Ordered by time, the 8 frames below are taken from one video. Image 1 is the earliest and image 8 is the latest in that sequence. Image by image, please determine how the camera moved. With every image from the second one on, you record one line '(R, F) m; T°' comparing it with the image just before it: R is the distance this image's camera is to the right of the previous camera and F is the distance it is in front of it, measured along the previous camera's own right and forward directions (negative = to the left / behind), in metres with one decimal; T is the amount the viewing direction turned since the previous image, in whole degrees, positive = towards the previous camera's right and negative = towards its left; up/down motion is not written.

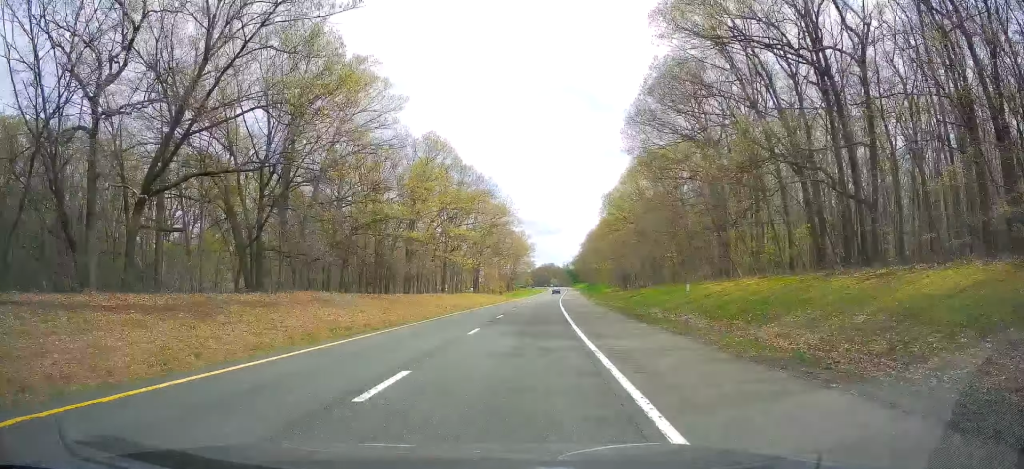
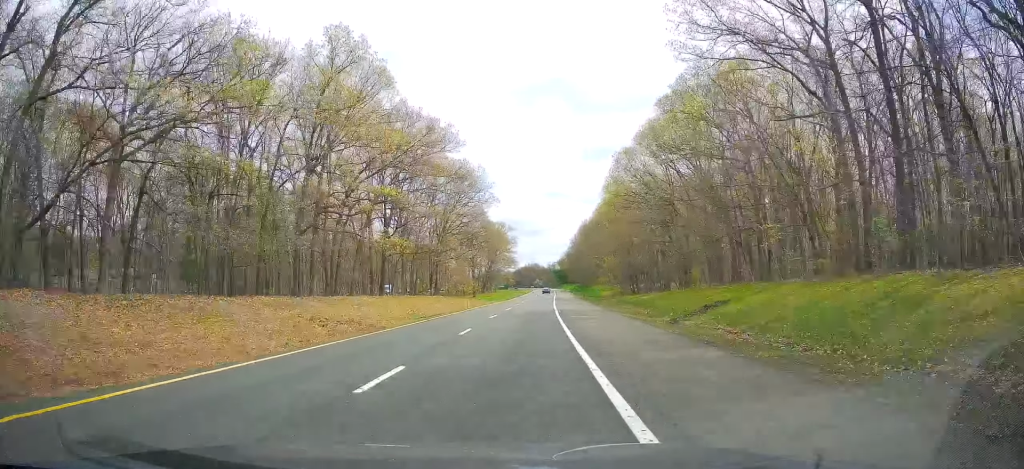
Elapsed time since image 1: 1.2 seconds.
(+0.7, +35.7) m; +1°
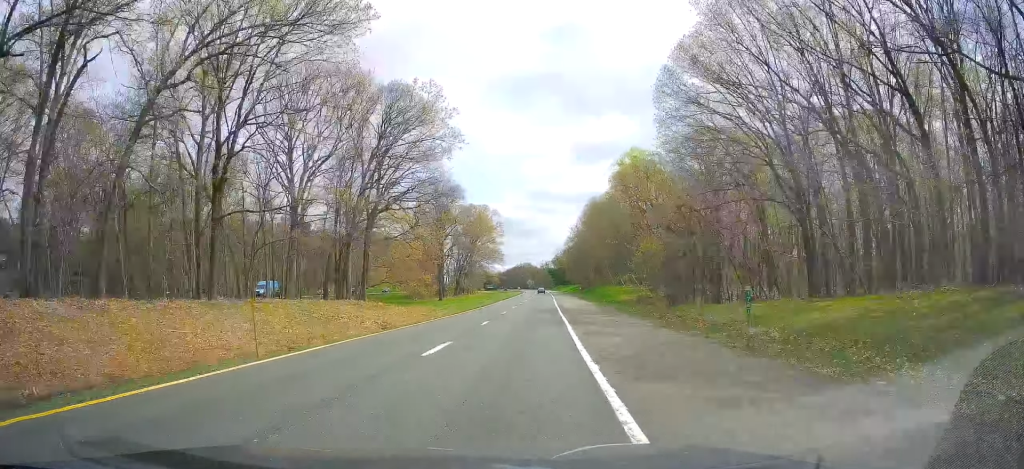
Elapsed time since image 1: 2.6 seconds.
(+0.3, +42.9) m; +1°
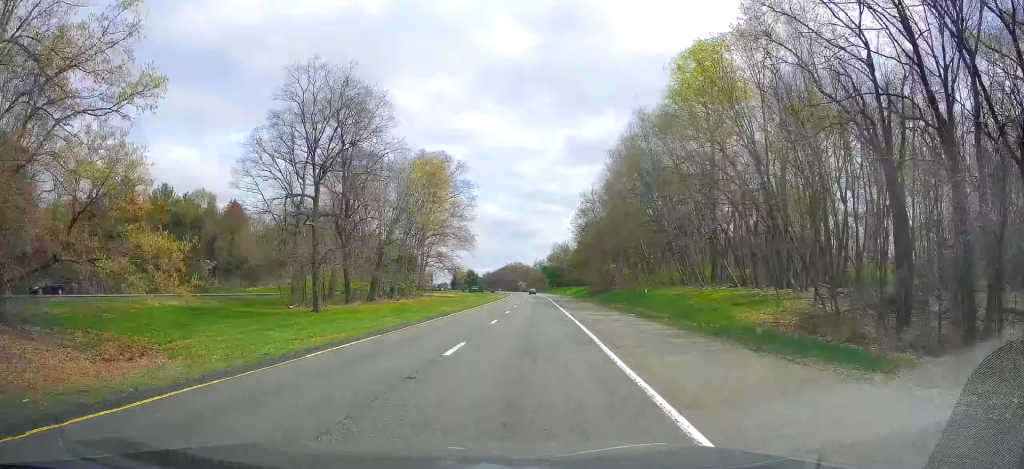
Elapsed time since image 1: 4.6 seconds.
(+1.3, +61.1) m; +3°
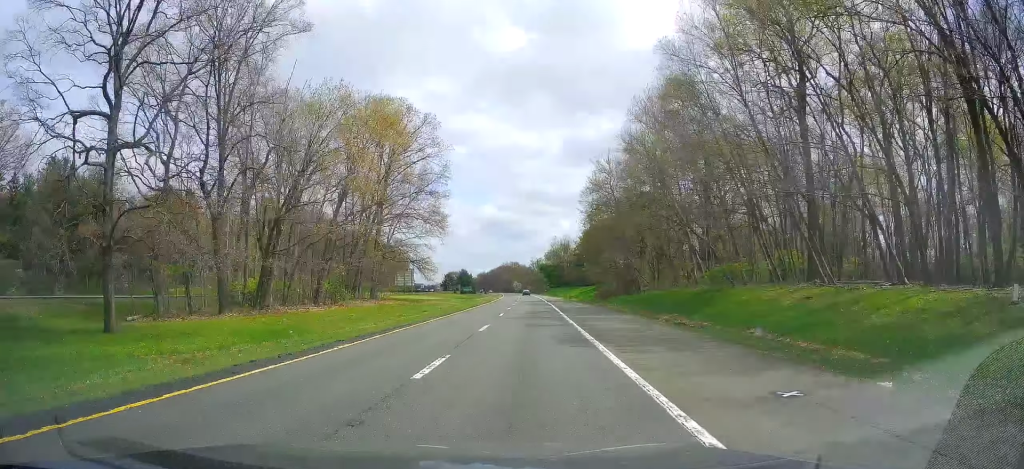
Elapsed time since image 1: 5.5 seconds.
(+0.2, +27.5) m; 0°
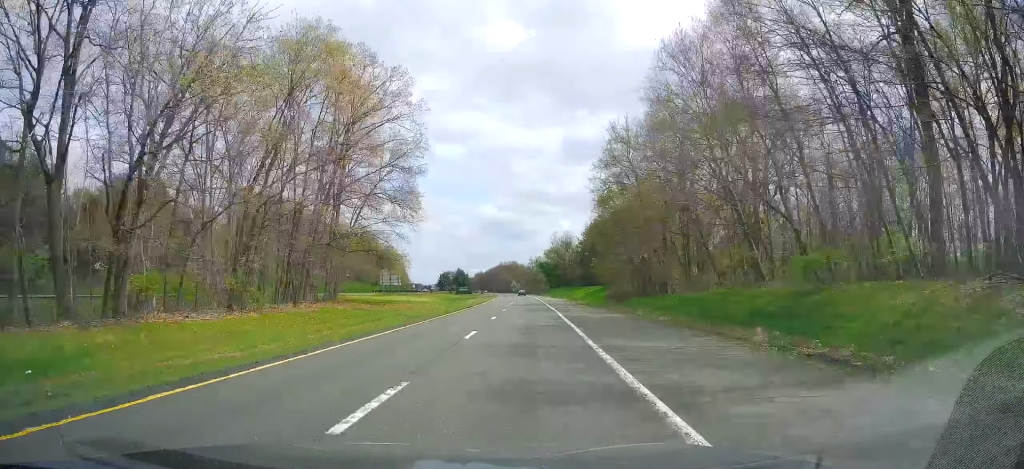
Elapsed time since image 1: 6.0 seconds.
(0.0, +16.3) m; 0°
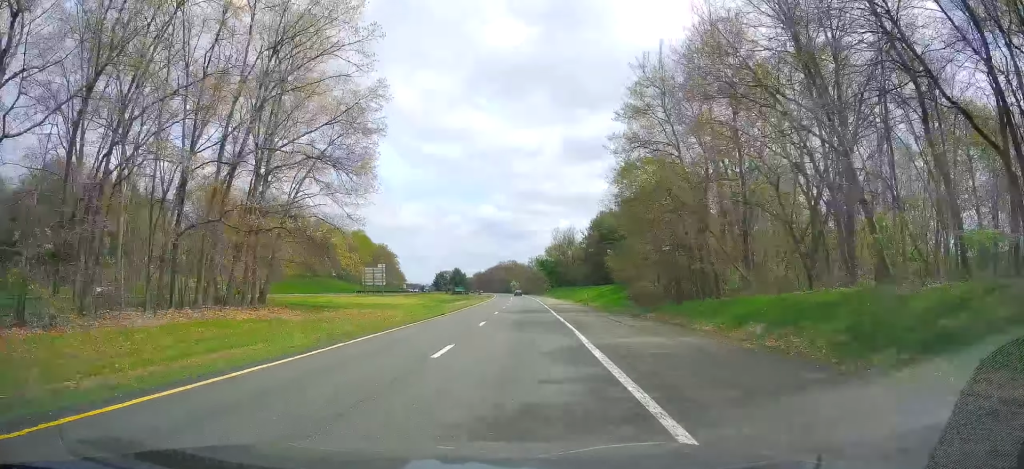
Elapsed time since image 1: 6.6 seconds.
(0.0, +17.4) m; 0°
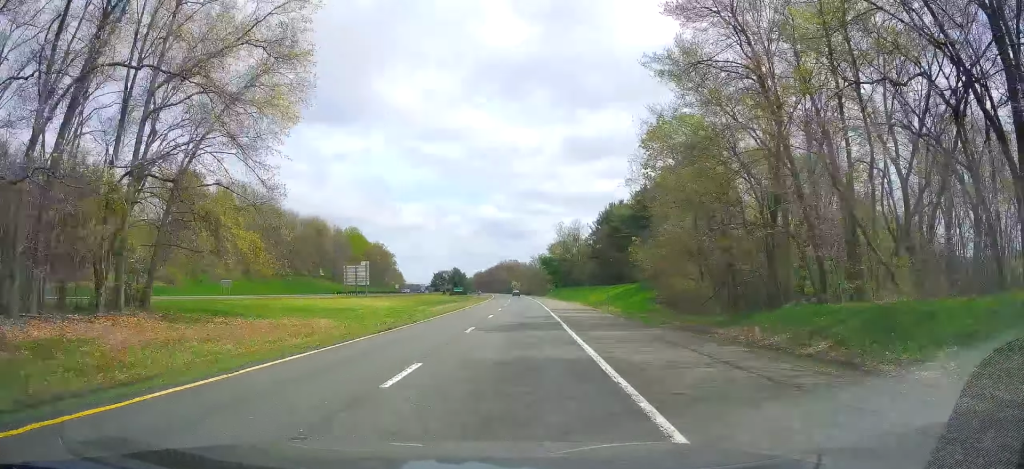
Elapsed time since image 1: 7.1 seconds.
(0.0, +16.3) m; 0°
